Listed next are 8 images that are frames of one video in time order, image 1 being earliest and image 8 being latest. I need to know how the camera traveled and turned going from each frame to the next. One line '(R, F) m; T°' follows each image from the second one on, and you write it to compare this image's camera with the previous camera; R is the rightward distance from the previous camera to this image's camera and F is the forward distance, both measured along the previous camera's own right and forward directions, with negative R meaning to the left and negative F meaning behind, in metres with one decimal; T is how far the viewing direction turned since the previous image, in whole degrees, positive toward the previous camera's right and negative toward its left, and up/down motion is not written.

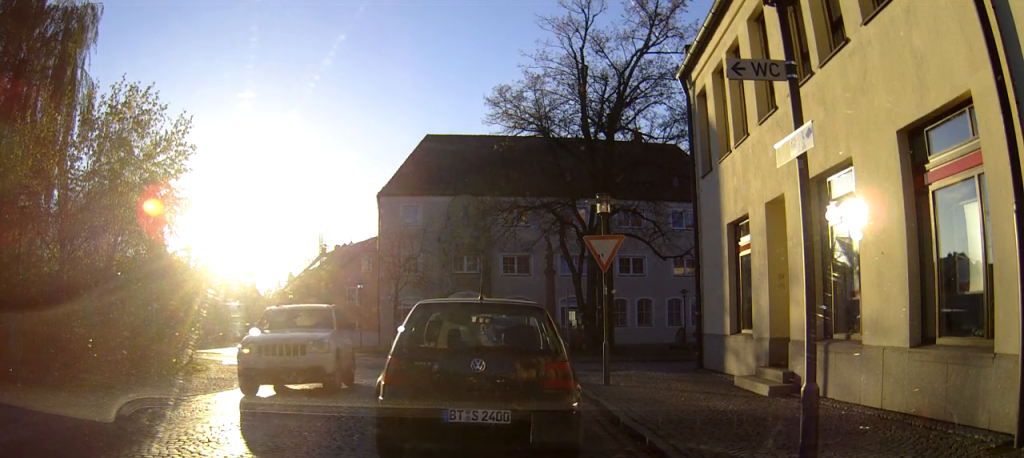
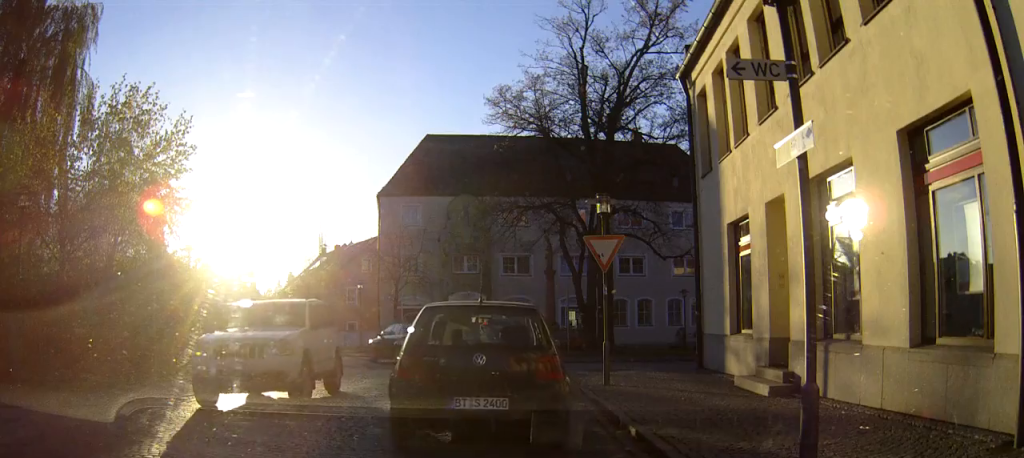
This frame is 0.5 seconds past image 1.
(0.0, 0.0) m; 0°
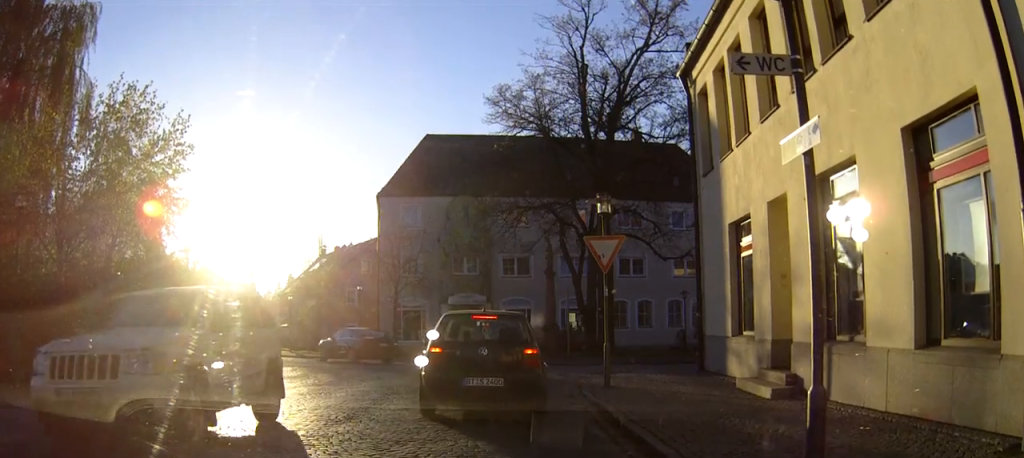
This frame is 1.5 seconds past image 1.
(0.0, 0.0) m; 0°
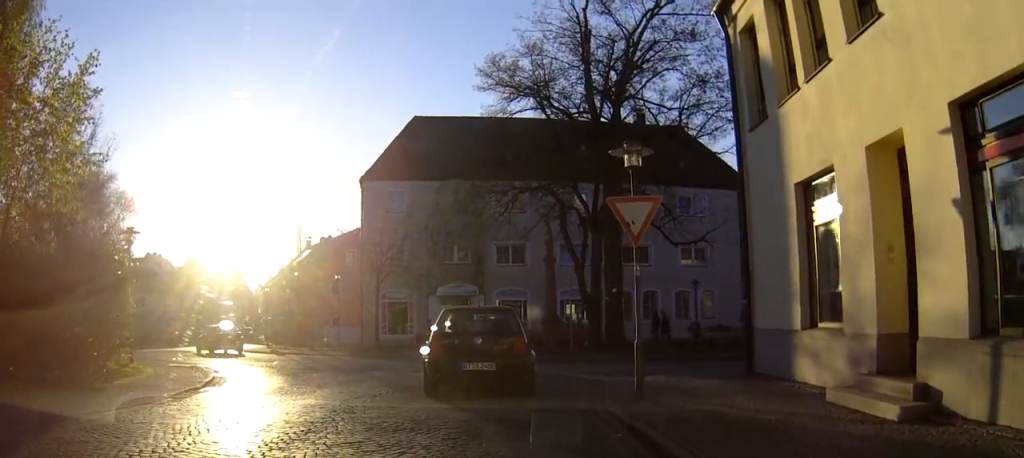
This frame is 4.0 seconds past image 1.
(0.0, +0.4) m; 0°
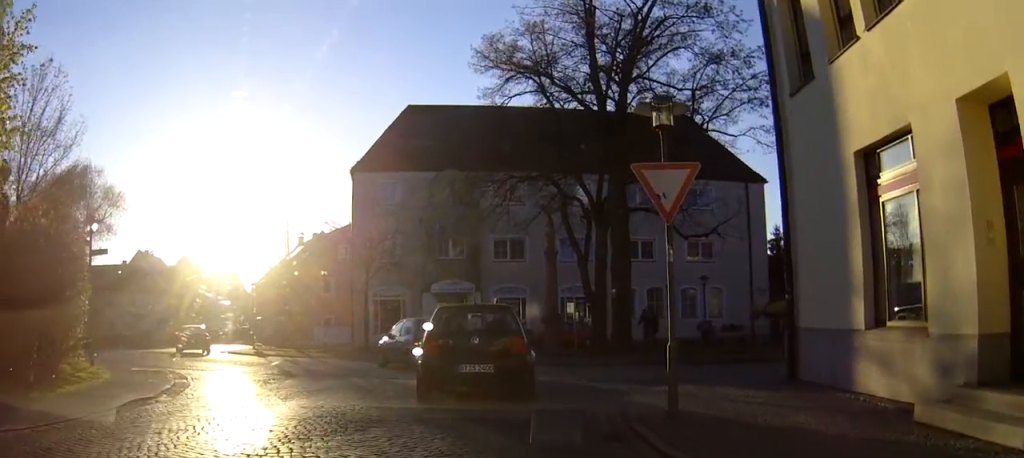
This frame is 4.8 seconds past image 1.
(0.0, +1.1) m; 0°
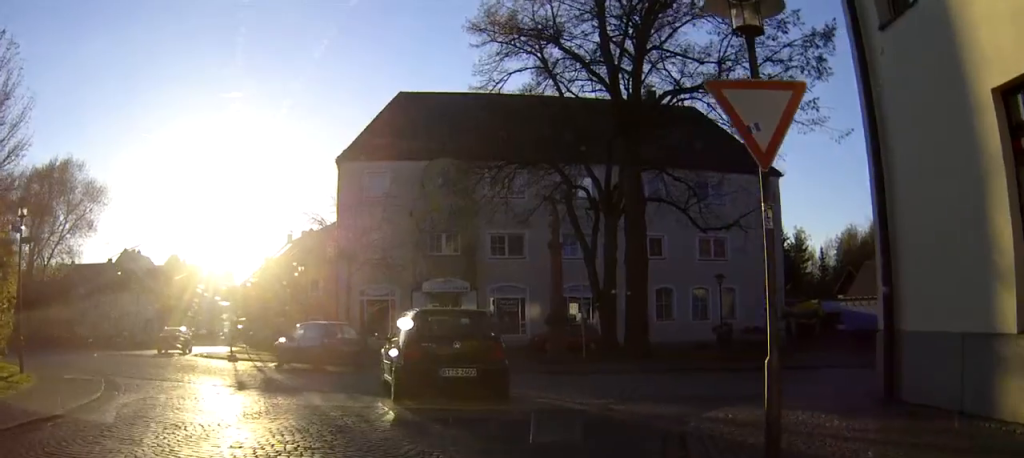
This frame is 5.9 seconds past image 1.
(0.0, +2.7) m; 0°
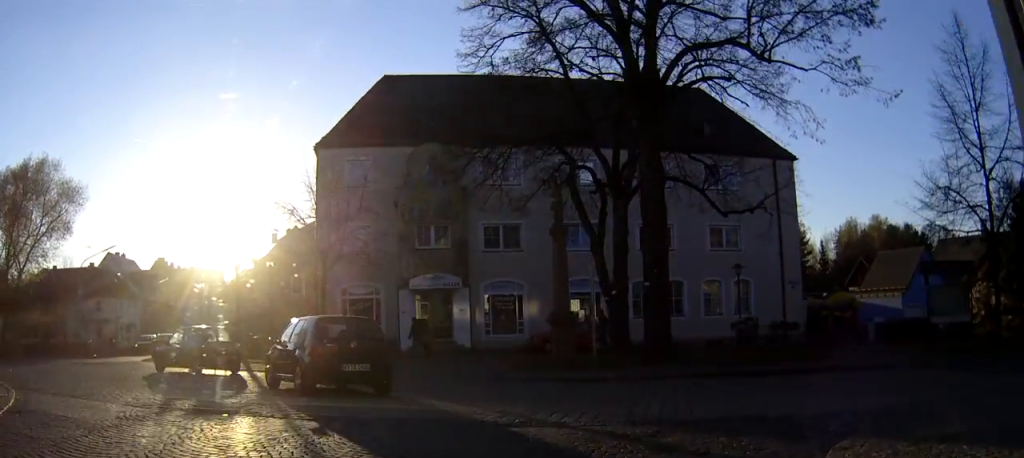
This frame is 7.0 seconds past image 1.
(0.0, +3.4) m; -2°
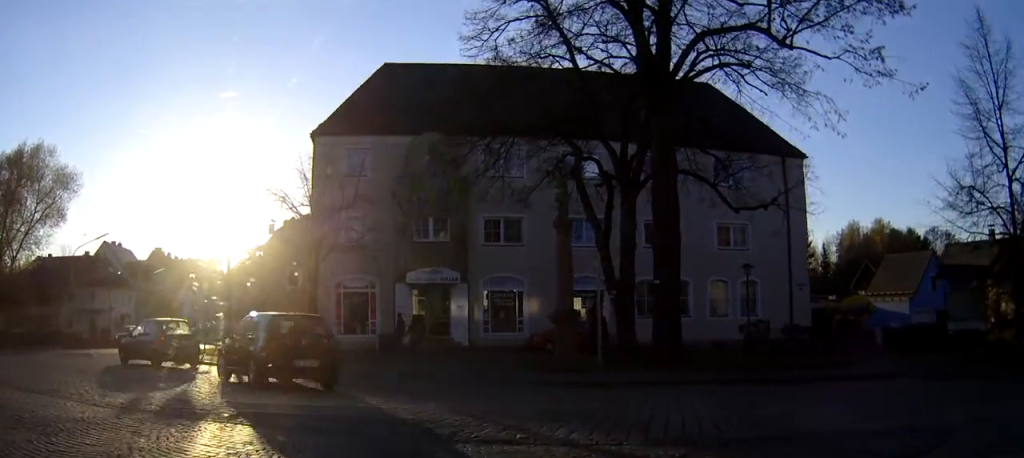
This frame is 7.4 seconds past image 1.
(-0.1, +1.2) m; +2°
